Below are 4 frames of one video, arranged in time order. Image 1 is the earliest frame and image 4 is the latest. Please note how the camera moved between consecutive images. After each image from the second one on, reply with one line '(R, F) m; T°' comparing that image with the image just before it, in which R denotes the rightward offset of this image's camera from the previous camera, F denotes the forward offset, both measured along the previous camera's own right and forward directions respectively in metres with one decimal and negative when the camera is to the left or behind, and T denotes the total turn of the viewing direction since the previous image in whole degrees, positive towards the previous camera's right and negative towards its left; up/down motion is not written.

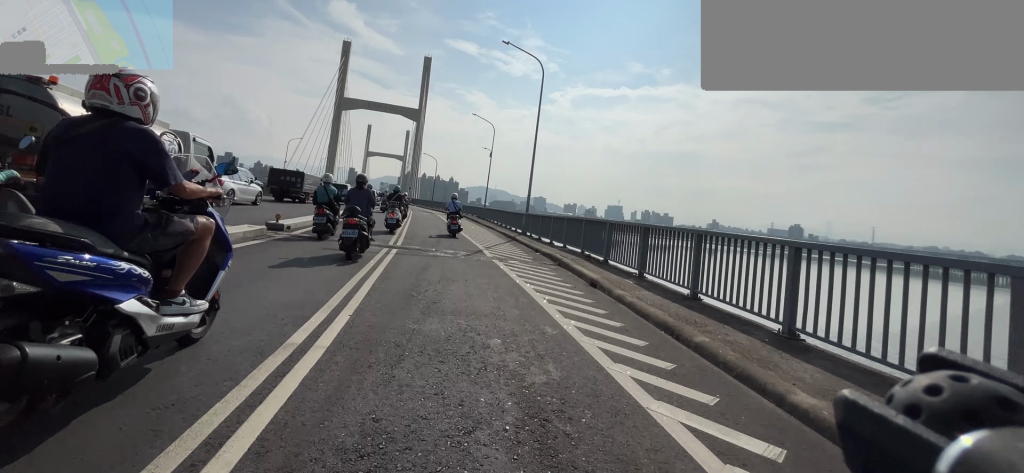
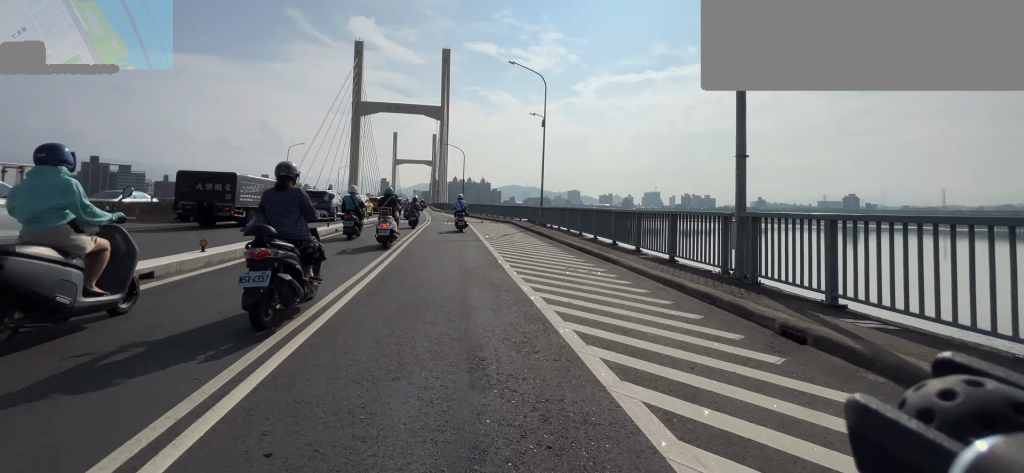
(-0.6, +17.0) m; -3°
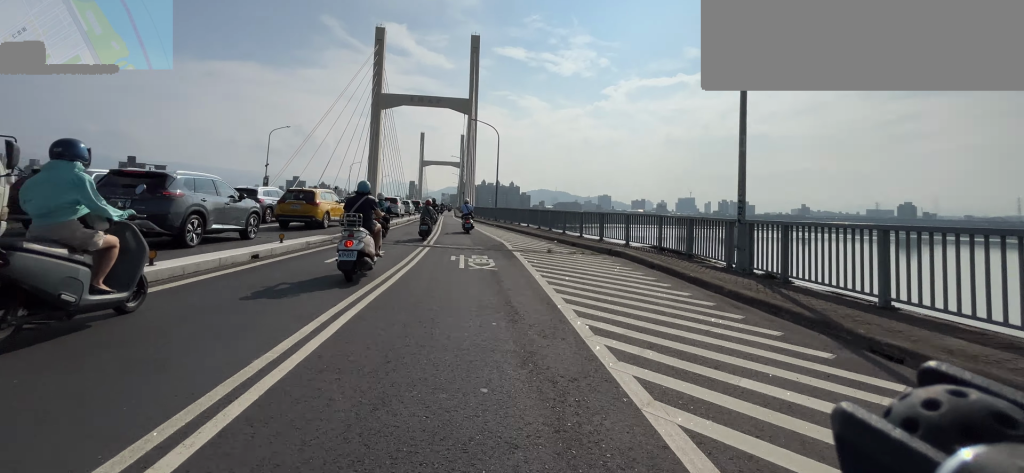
(-0.2, +17.8) m; -2°
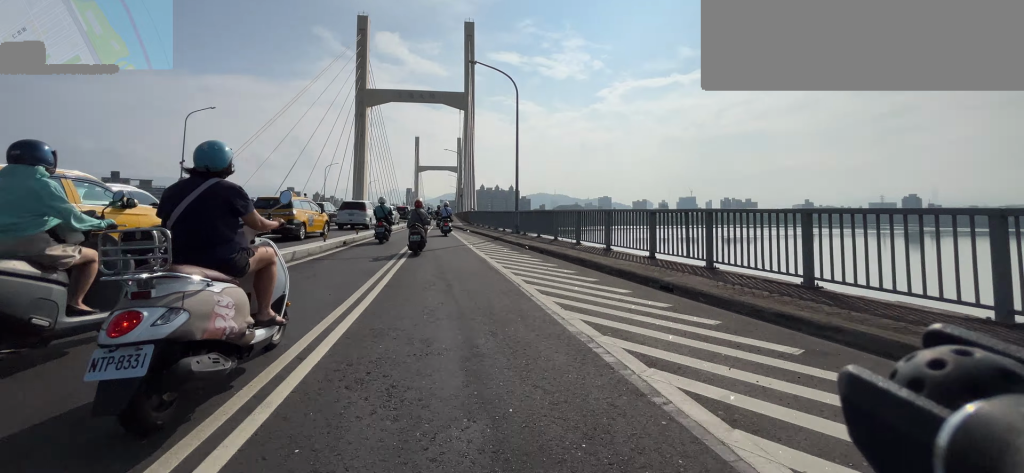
(-0.2, +14.3) m; -2°
